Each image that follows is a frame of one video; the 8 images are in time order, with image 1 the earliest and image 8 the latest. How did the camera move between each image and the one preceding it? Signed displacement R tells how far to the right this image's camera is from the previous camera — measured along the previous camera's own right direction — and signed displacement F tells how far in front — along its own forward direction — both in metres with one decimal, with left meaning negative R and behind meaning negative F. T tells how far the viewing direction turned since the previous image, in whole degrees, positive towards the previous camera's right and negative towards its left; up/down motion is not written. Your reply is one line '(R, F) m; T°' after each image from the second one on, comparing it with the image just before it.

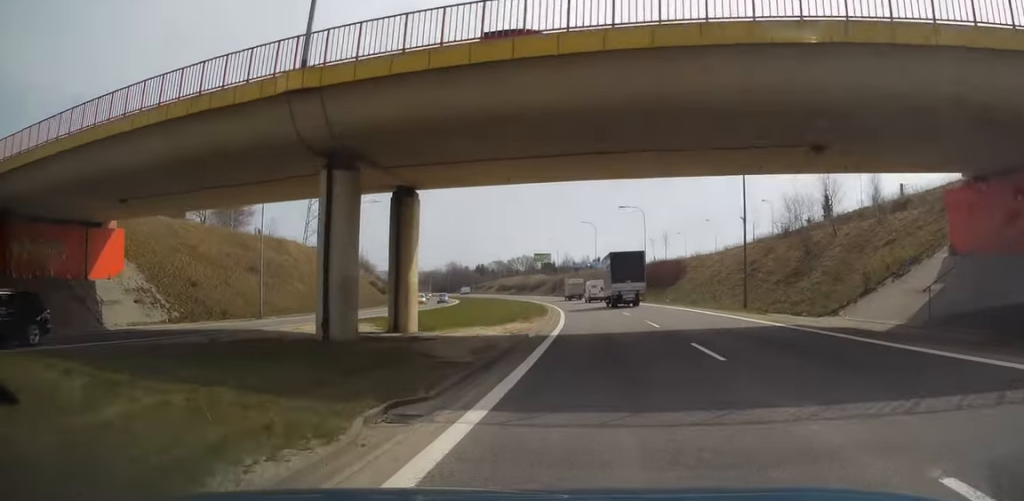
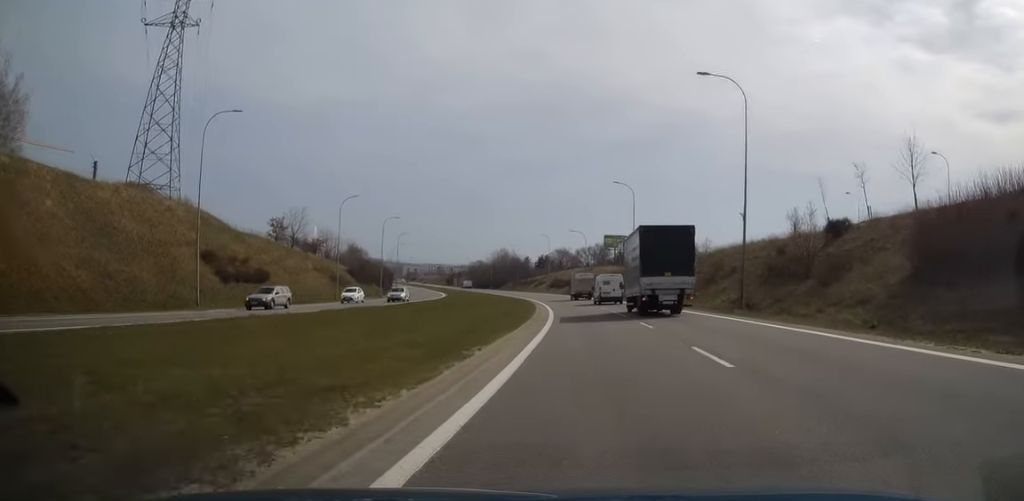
(-3.5, +72.1) m; -7°
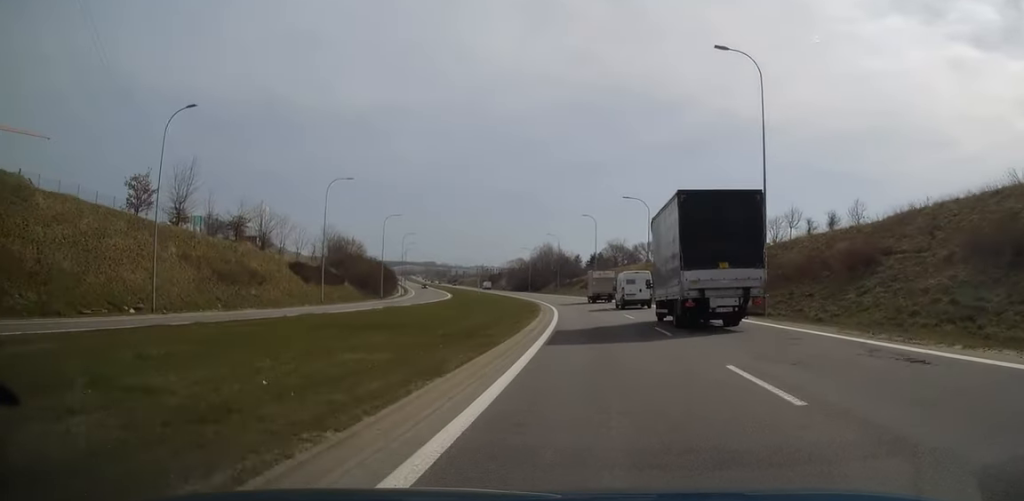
(-1.6, +39.1) m; -4°
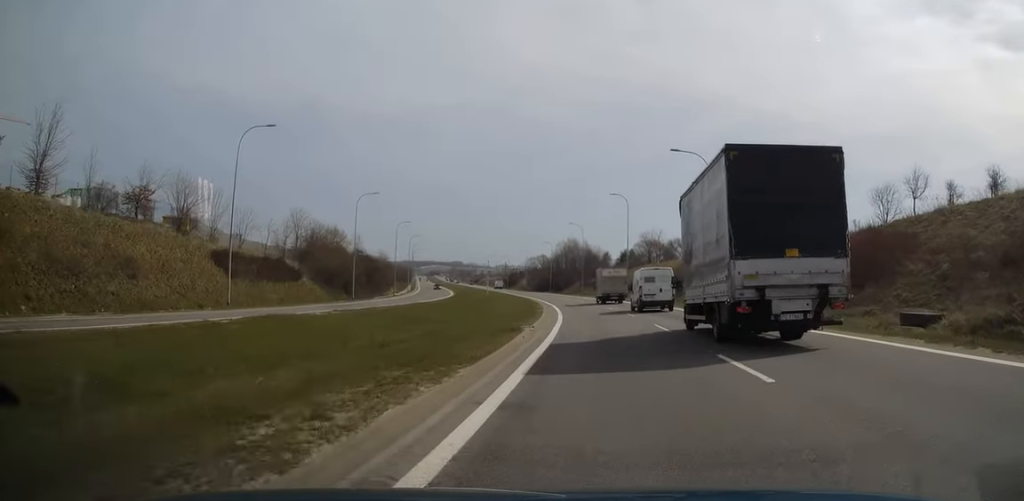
(-0.4, +21.9) m; -3°
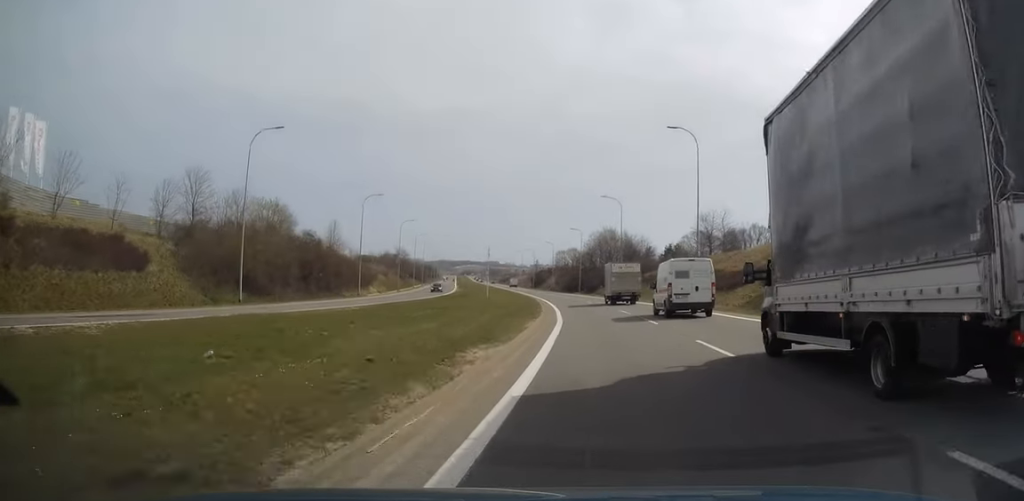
(-1.3, +32.0) m; -4°
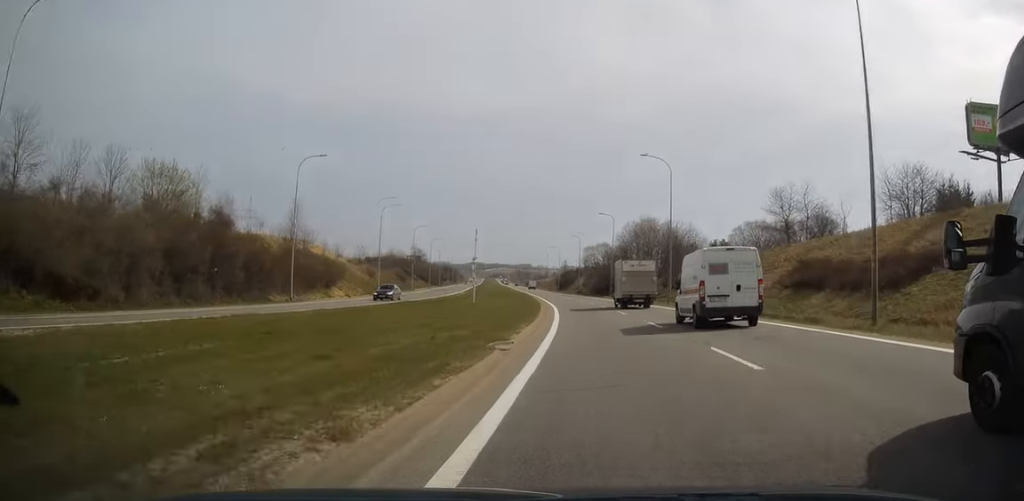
(-0.6, +26.0) m; -3°
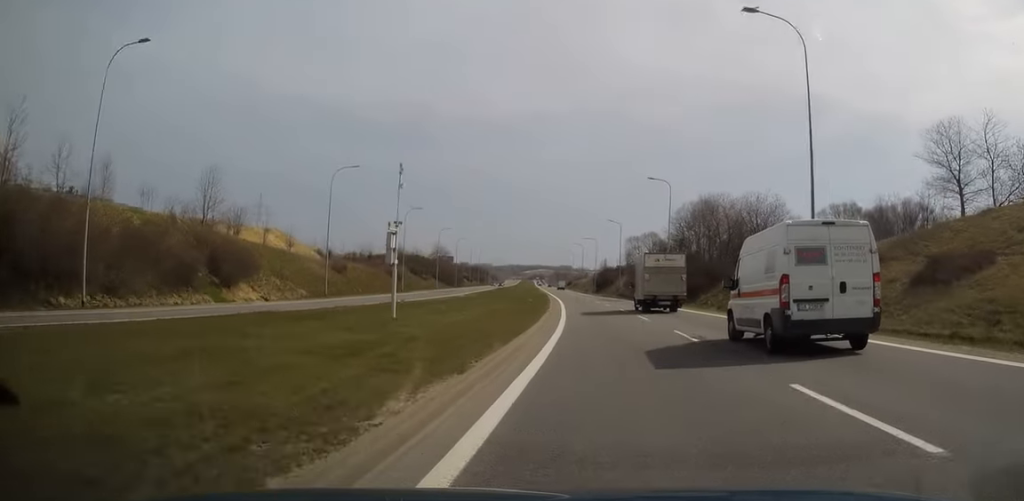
(-1.0, +29.4) m; -3°
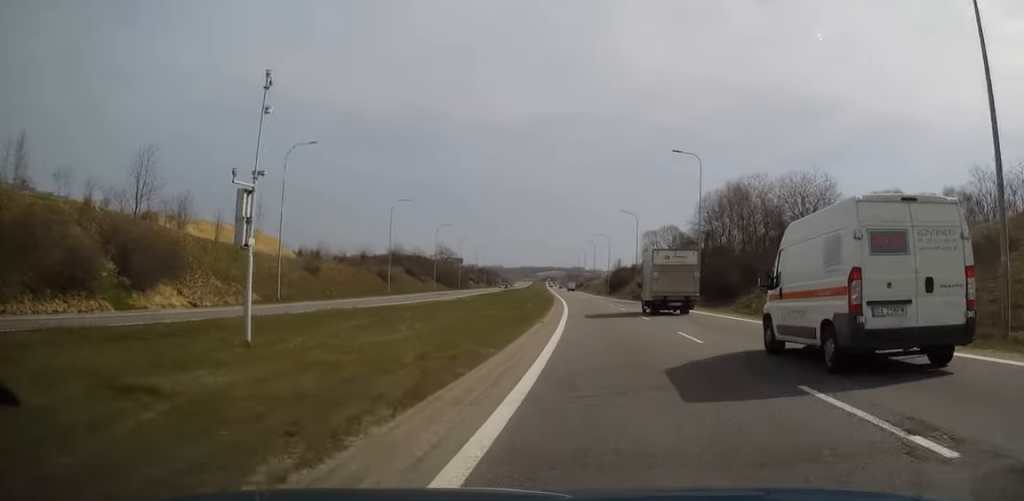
(-0.1, +12.2) m; -1°
